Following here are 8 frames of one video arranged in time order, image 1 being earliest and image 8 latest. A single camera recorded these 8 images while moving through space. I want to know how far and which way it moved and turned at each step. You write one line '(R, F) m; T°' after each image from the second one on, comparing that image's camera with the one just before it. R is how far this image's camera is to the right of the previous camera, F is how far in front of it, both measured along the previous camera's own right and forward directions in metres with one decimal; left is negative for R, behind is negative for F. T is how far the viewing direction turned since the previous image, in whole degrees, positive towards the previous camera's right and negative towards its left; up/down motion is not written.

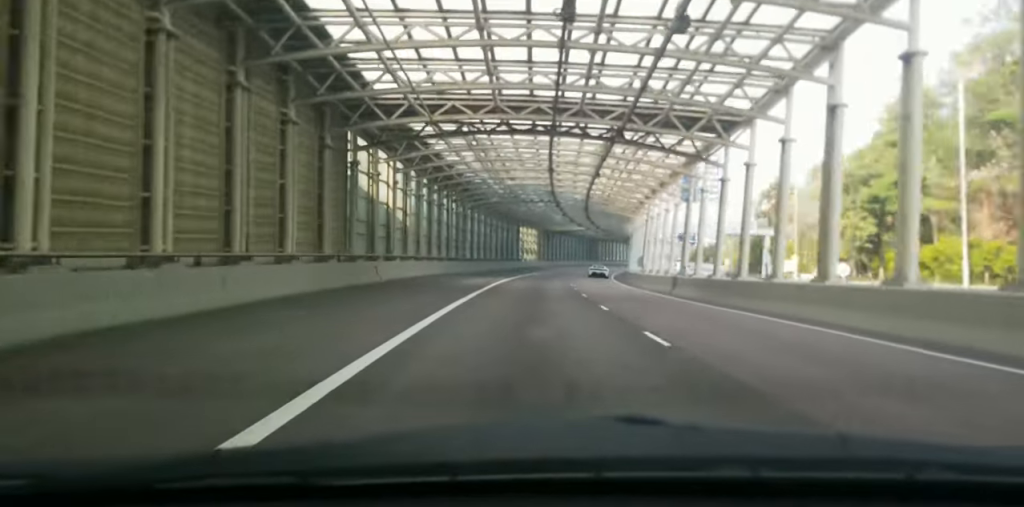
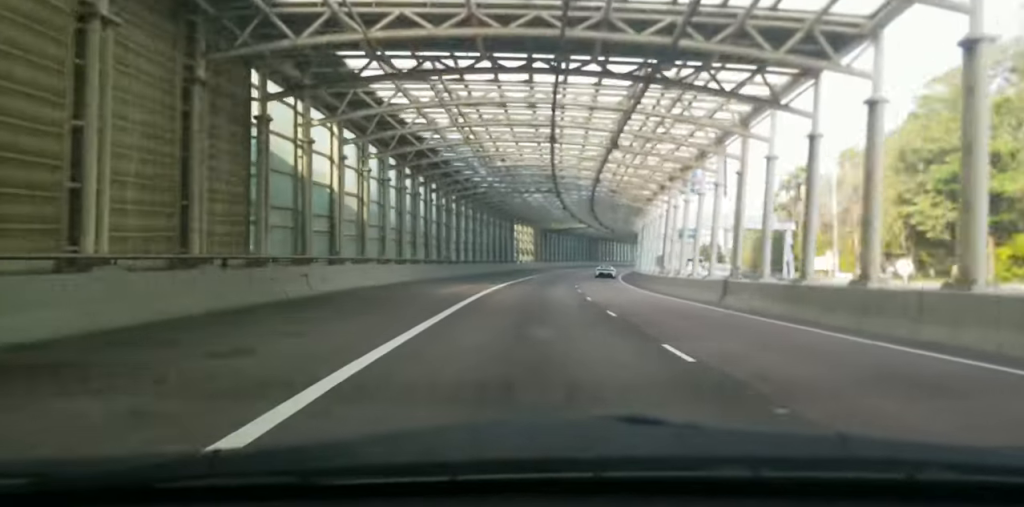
(+0.4, +10.3) m; +1°
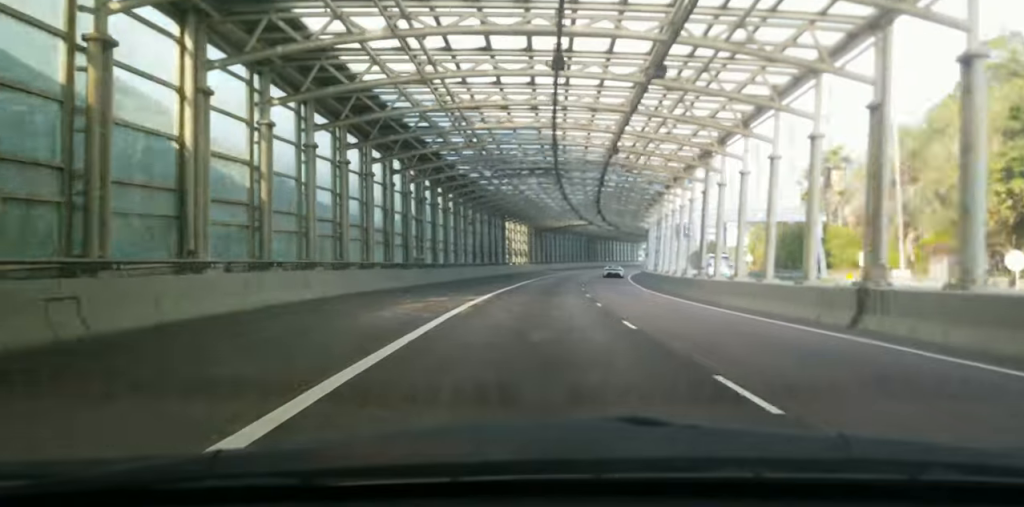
(+0.3, +11.3) m; +1°
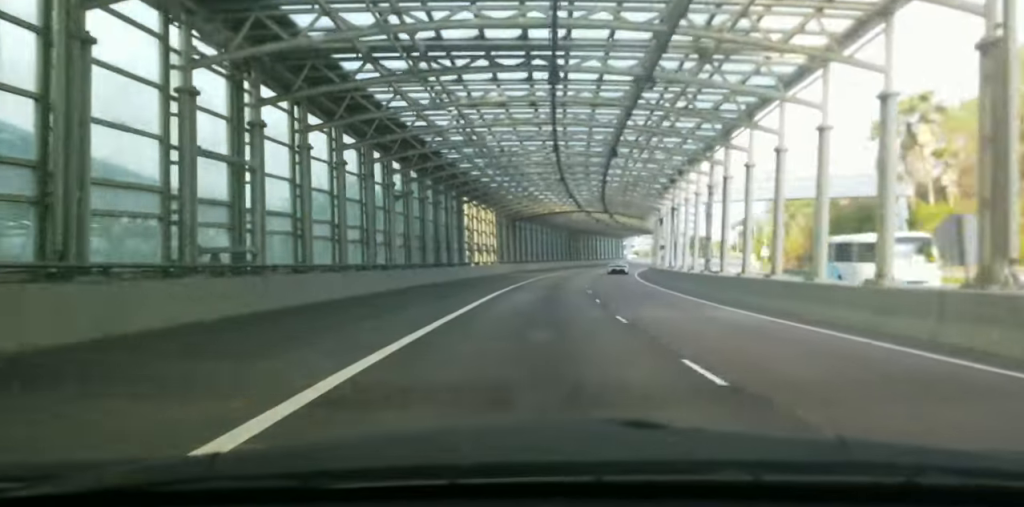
(+0.1, +24.0) m; +1°
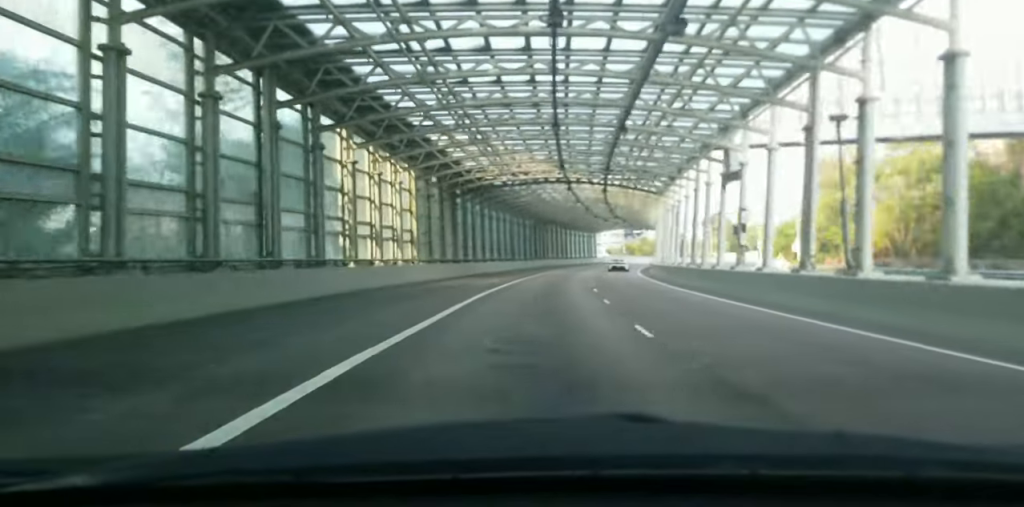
(+0.7, +29.7) m; +3°
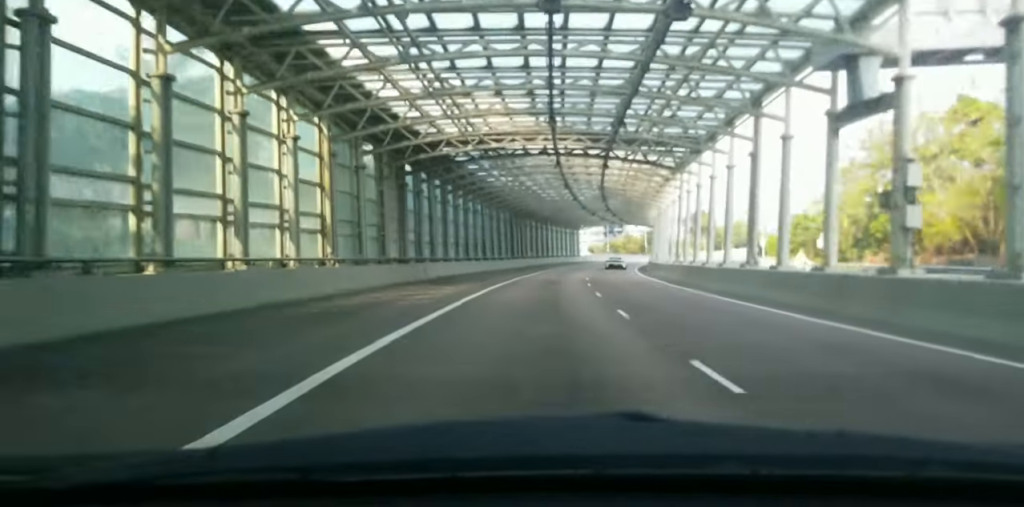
(0.0, +13.4) m; +2°
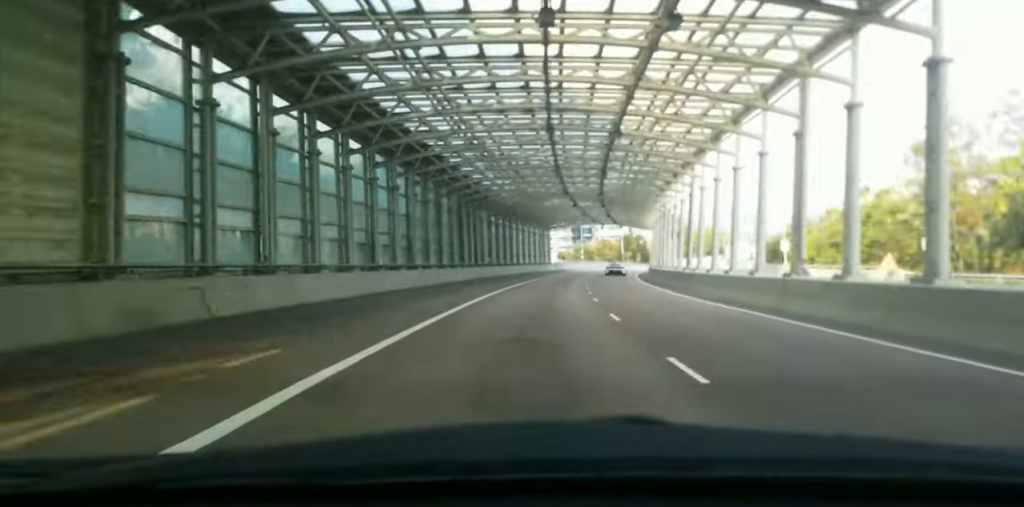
(+1.1, +23.8) m; +3°
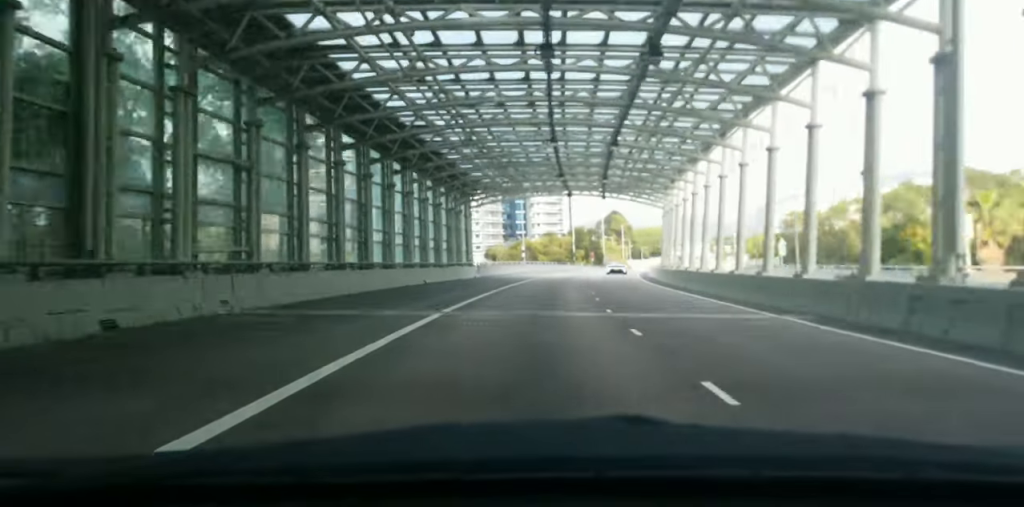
(+1.8, +47.1) m; +3°
